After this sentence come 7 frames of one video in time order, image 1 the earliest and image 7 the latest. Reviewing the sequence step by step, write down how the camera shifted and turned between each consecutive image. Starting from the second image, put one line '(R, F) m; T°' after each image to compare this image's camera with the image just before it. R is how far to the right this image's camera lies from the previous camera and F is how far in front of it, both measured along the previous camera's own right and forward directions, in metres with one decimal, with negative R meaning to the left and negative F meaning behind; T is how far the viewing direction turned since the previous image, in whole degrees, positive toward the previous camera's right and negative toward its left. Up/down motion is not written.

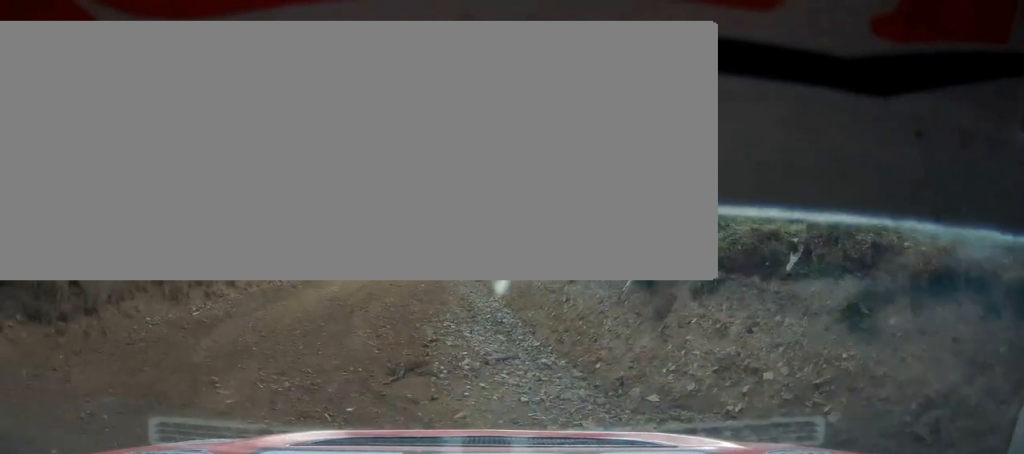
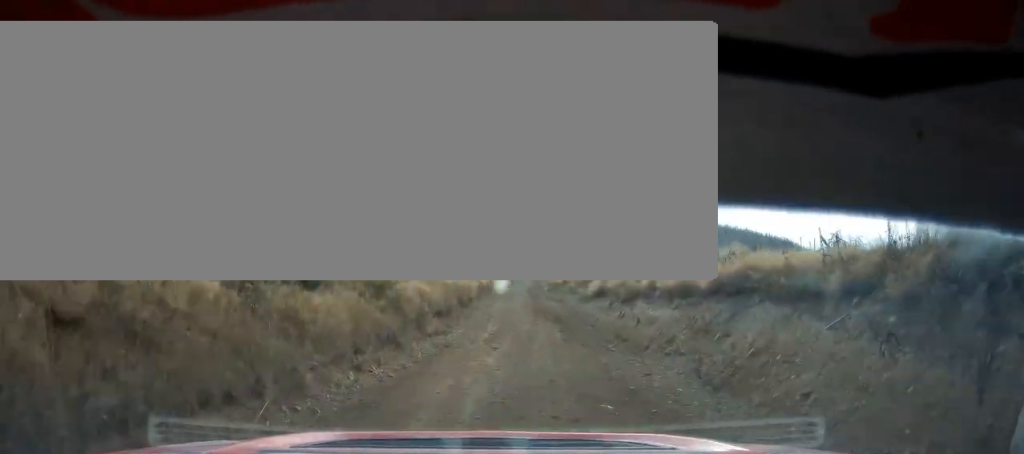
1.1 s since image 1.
(+0.9, +15.1) m; +2°
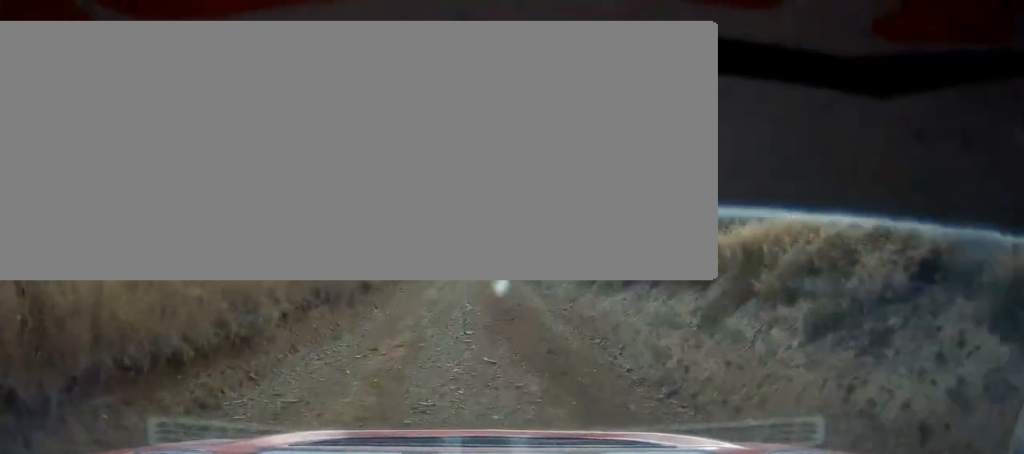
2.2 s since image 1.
(-0.4, +18.5) m; -2°
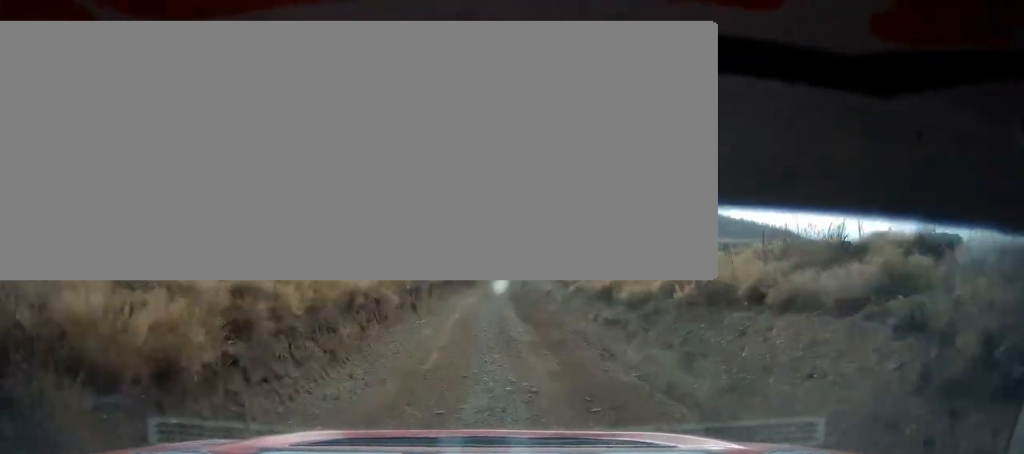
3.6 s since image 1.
(-0.3, +27.8) m; +1°
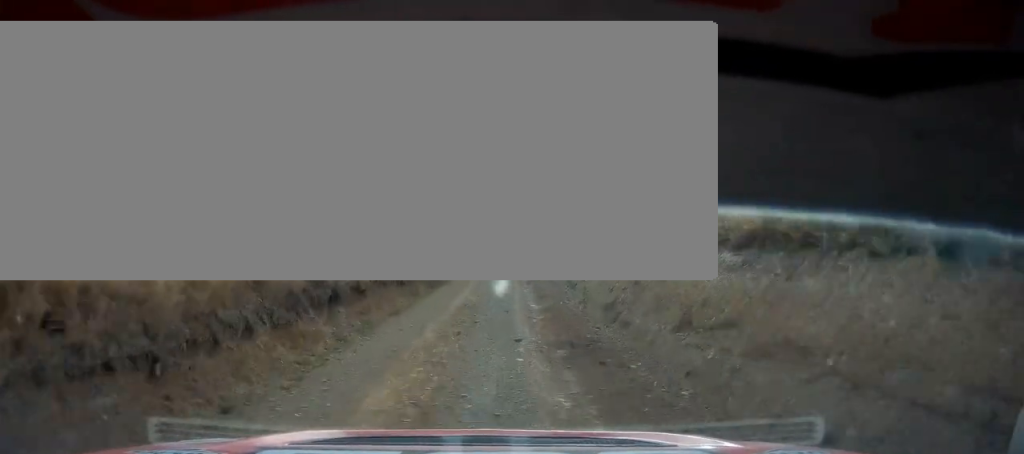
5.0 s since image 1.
(+0.6, +30.2) m; +1°
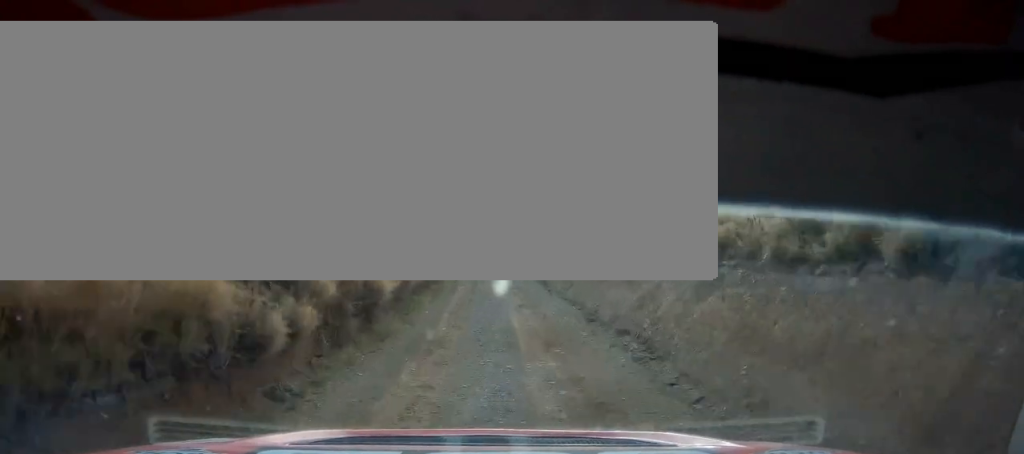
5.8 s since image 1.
(-0.1, +18.7) m; -2°
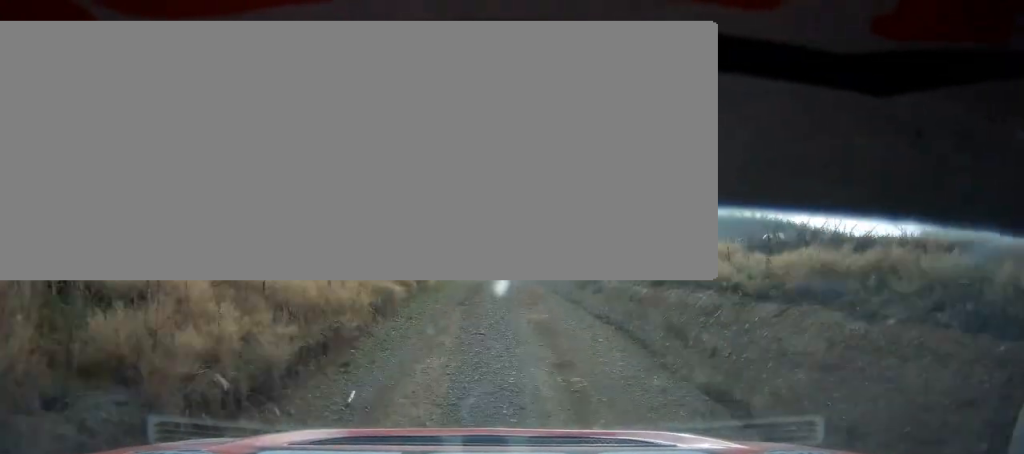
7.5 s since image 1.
(-0.8, +36.4) m; -3°
